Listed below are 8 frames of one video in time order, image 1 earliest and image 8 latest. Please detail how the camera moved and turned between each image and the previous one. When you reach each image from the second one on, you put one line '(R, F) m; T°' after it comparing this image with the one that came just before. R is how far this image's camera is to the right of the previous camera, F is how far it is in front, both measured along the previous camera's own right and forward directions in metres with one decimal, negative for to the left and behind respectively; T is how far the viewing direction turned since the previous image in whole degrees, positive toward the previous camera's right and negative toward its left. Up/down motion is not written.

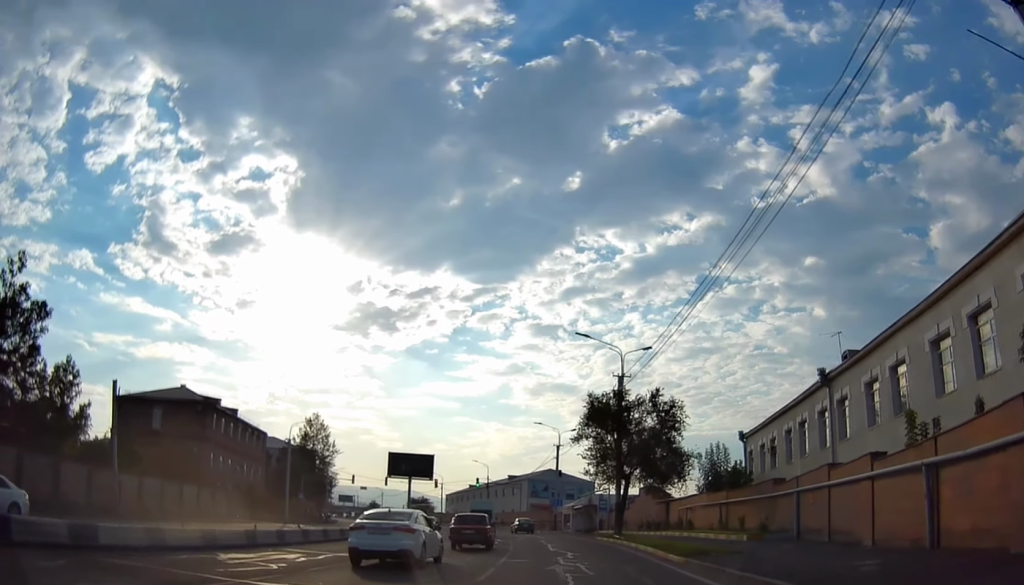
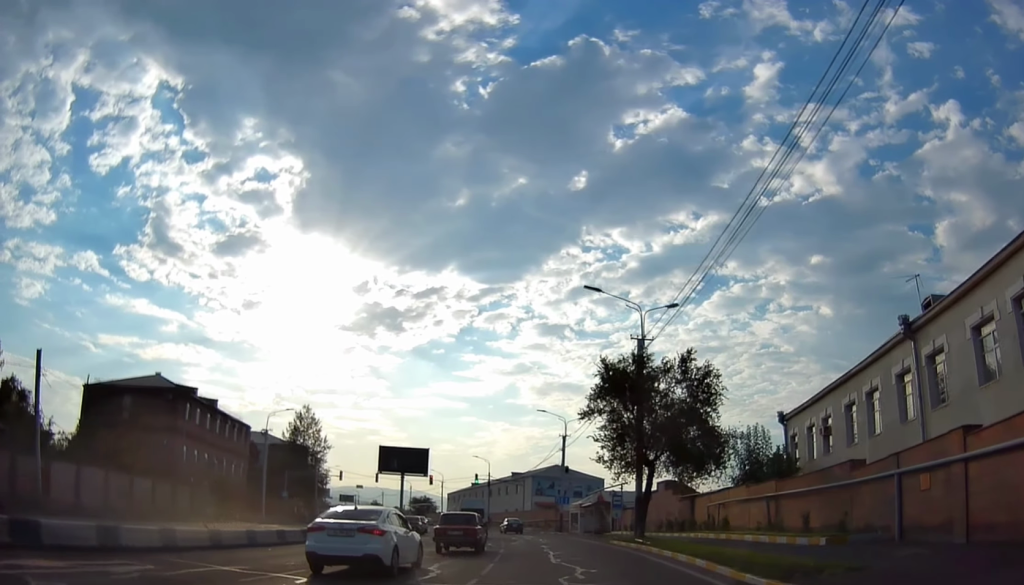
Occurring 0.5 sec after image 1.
(-0.1, +8.2) m; -2°
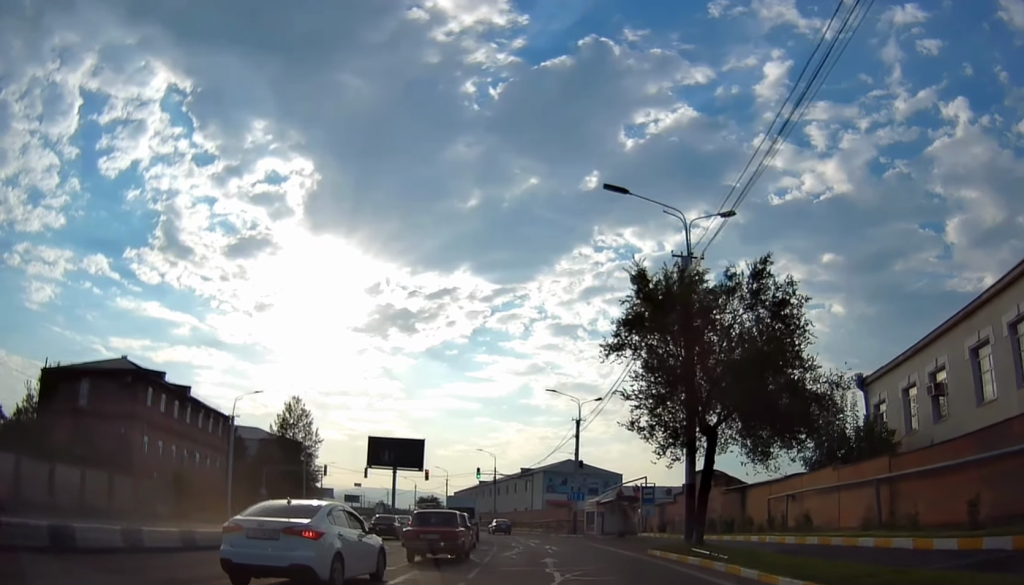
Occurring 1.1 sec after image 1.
(-0.3, +10.0) m; -2°
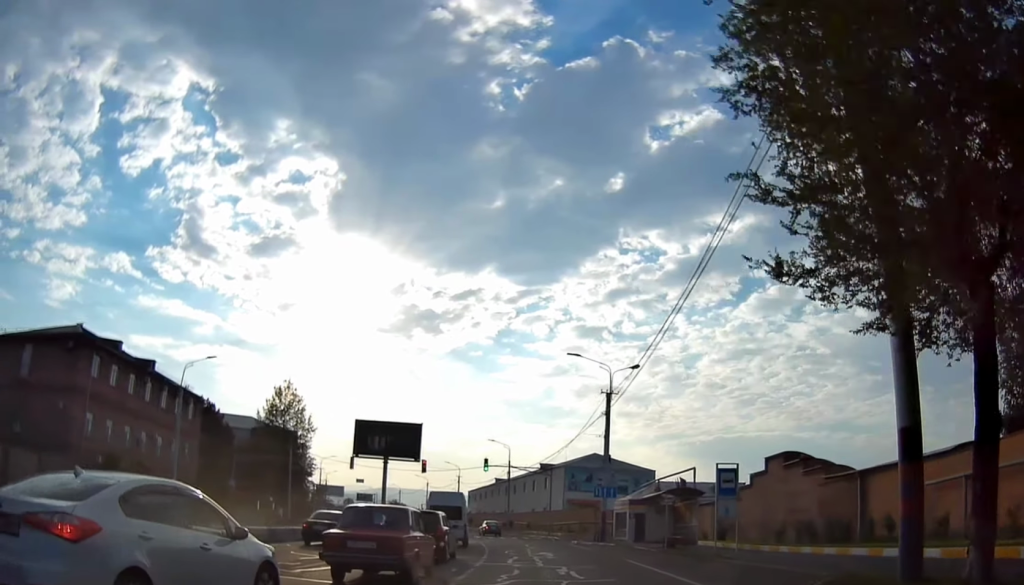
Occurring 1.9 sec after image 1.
(-0.3, +12.4) m; -3°
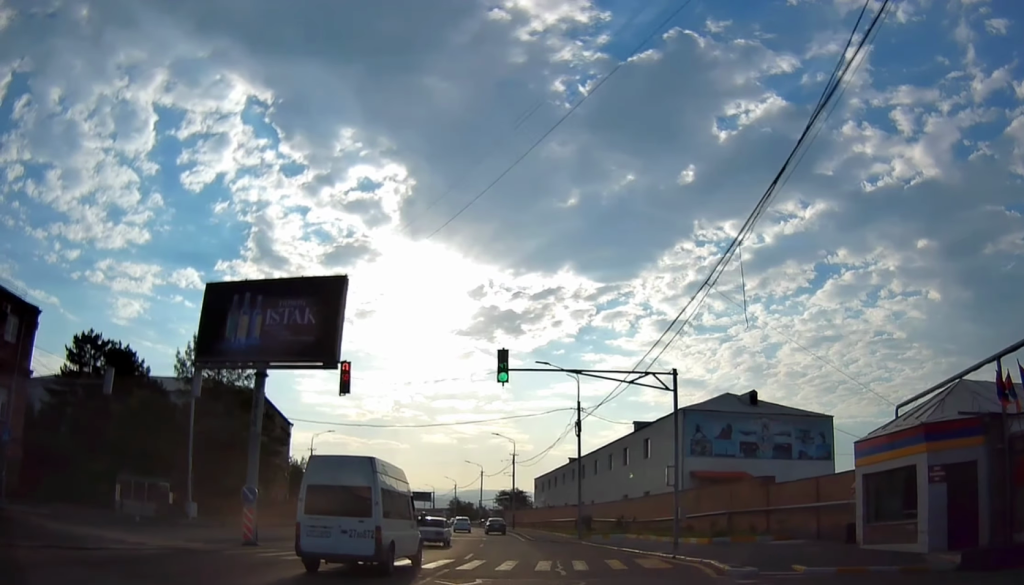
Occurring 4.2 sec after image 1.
(-1.7, +37.8) m; -6°
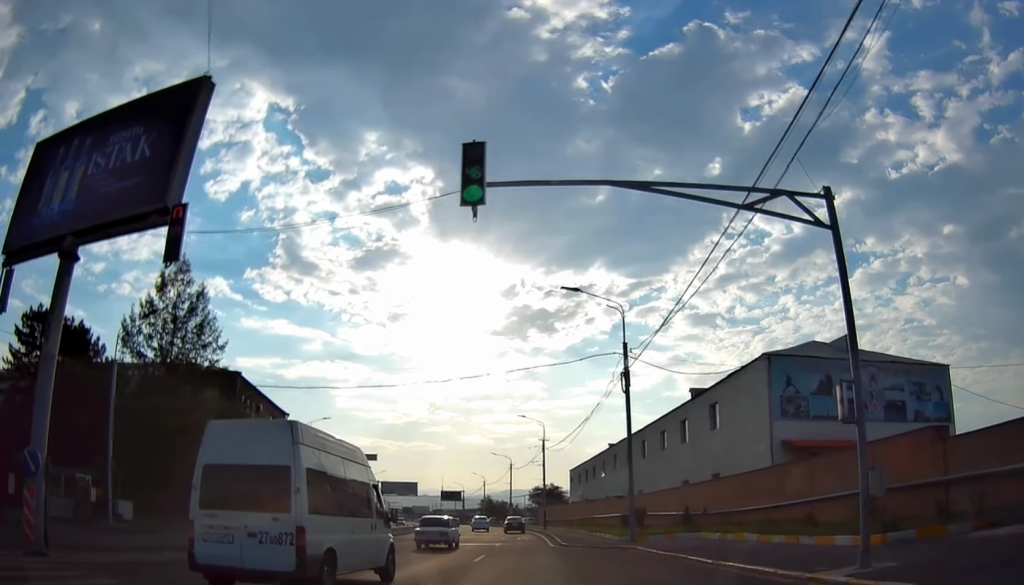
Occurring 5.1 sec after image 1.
(-0.4, +13.0) m; -3°
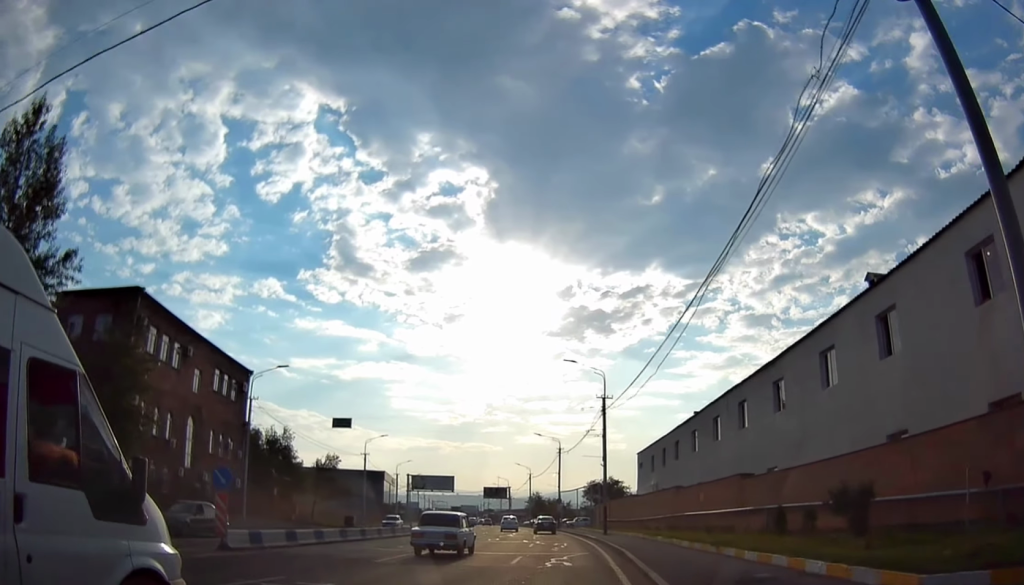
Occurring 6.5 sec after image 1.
(-0.5, +23.6) m; -3°
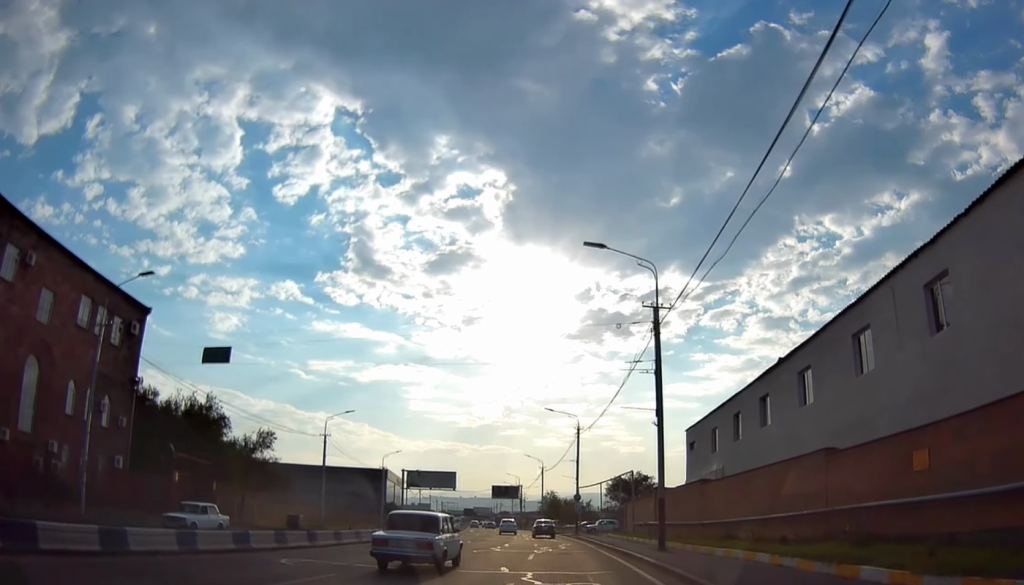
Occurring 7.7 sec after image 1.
(-0.5, +19.5) m; -4°
